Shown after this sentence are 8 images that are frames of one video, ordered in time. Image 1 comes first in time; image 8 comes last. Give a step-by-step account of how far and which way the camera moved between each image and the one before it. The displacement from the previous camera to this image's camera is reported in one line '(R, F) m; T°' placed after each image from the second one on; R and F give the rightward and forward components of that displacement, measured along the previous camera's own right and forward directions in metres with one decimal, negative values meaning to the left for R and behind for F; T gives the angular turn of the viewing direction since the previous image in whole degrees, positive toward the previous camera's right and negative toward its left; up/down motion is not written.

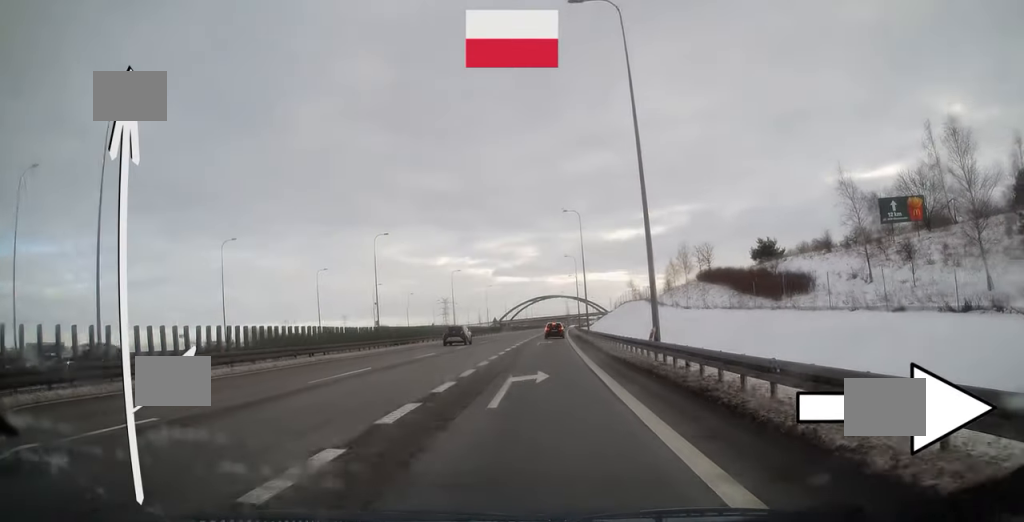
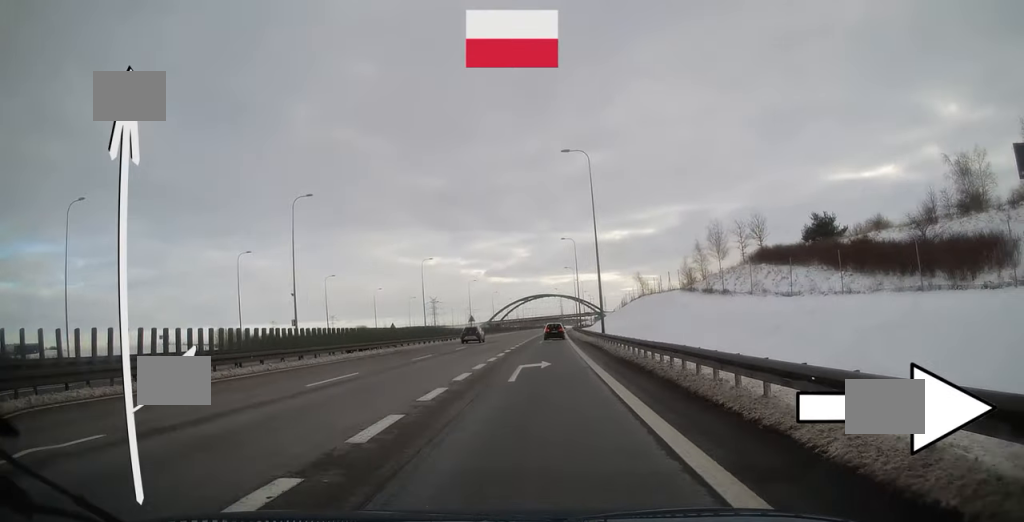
(+0.2, +25.5) m; +1°
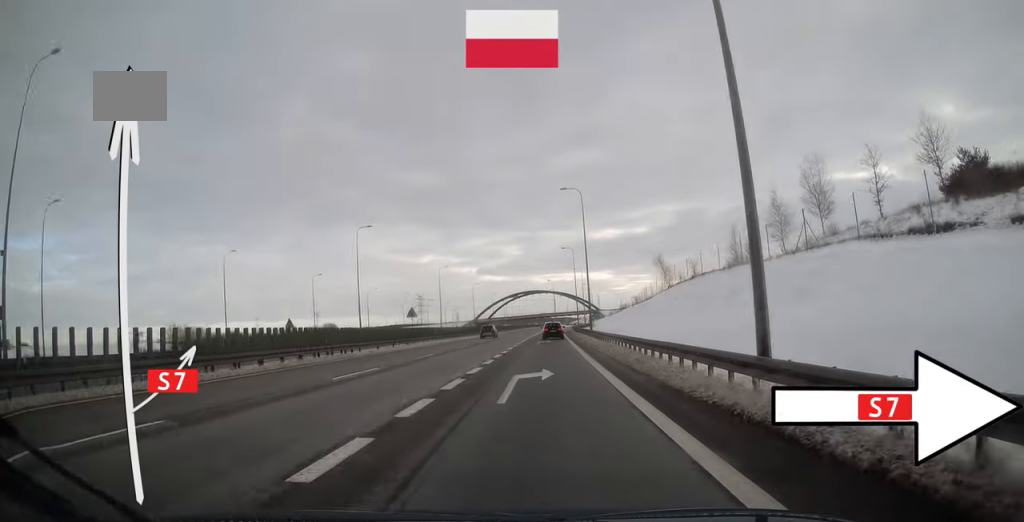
(+0.2, +34.7) m; +1°
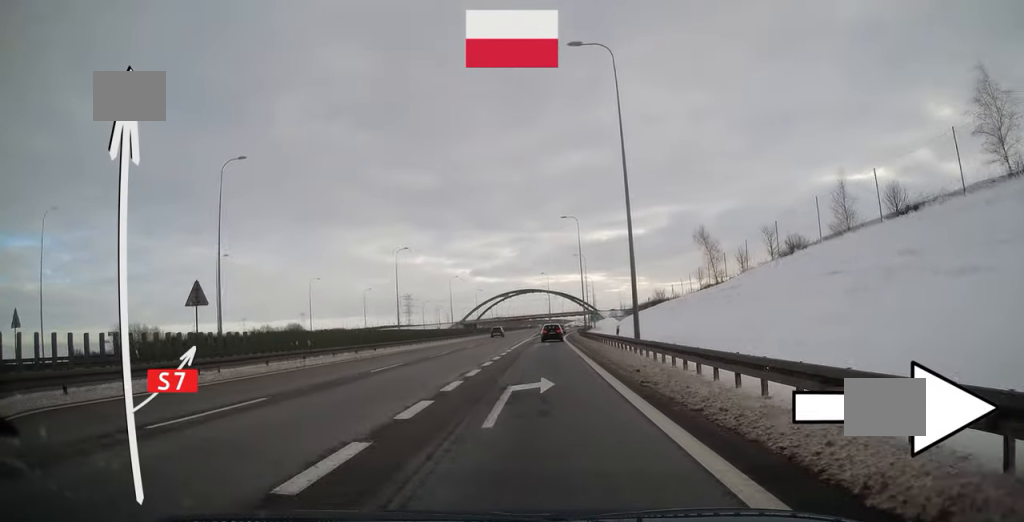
(+0.3, +32.8) m; +1°
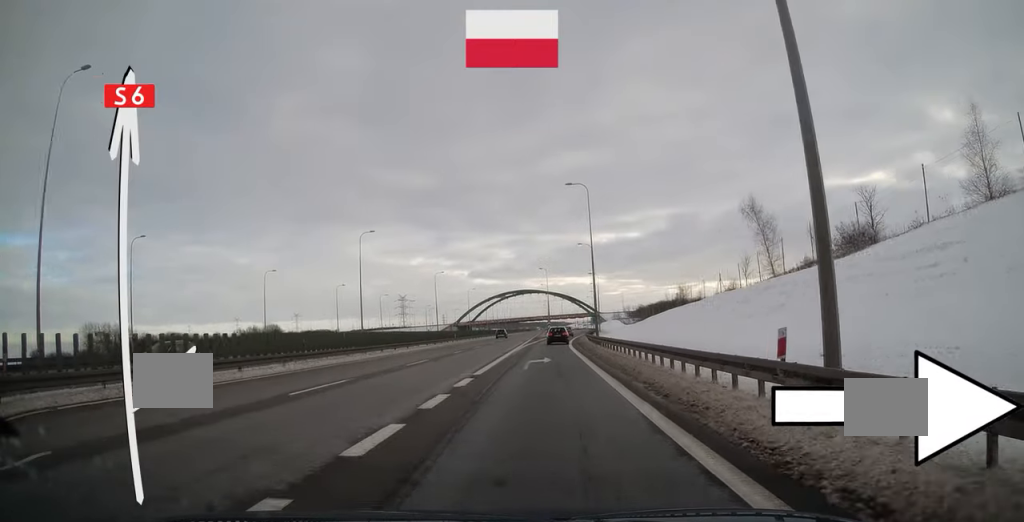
(+0.1, +18.6) m; +1°
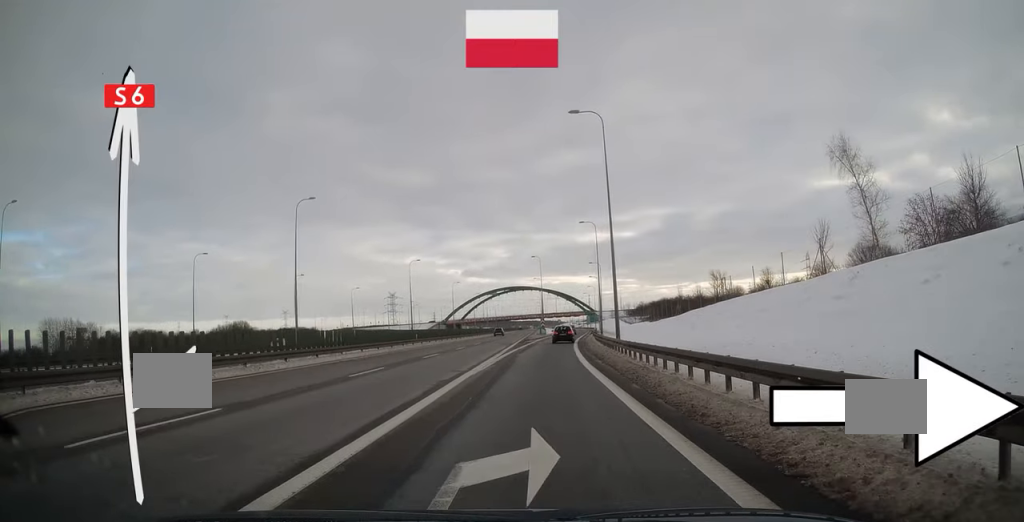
(+0.1, +19.0) m; 0°
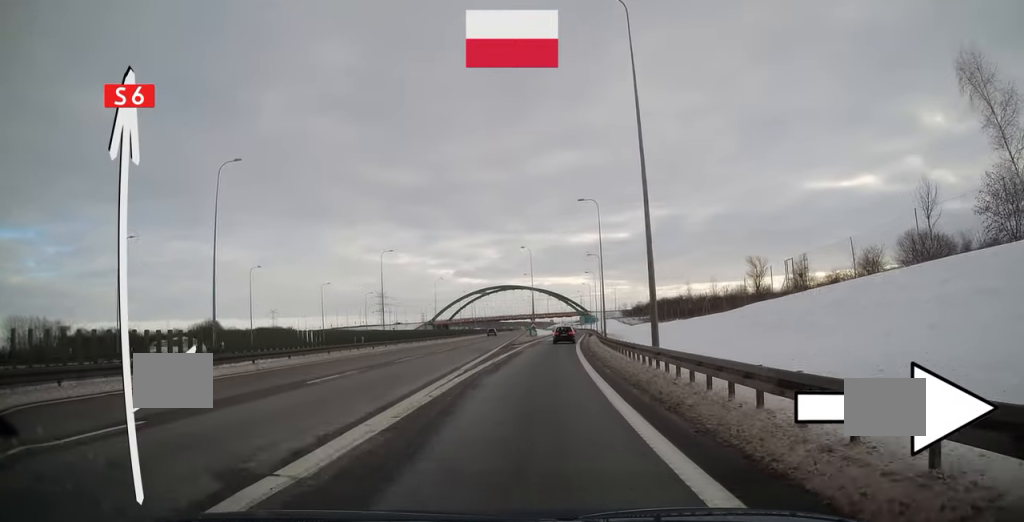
(0.0, +14.2) m; +1°
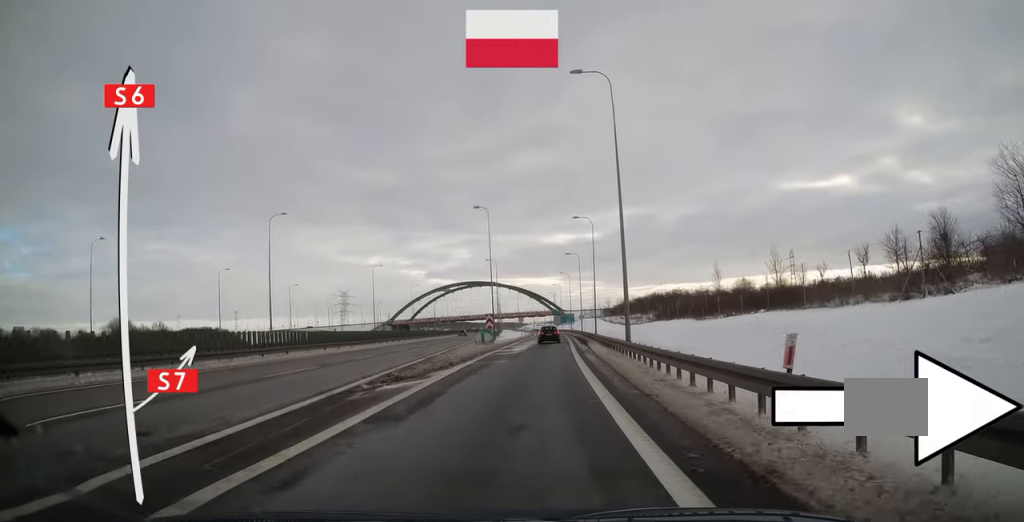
(+0.4, +32.3) m; +2°
